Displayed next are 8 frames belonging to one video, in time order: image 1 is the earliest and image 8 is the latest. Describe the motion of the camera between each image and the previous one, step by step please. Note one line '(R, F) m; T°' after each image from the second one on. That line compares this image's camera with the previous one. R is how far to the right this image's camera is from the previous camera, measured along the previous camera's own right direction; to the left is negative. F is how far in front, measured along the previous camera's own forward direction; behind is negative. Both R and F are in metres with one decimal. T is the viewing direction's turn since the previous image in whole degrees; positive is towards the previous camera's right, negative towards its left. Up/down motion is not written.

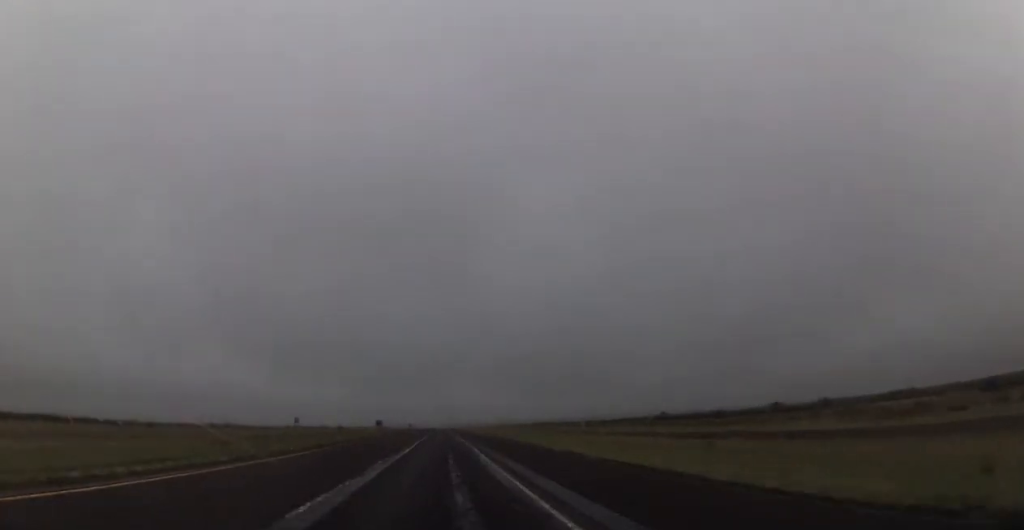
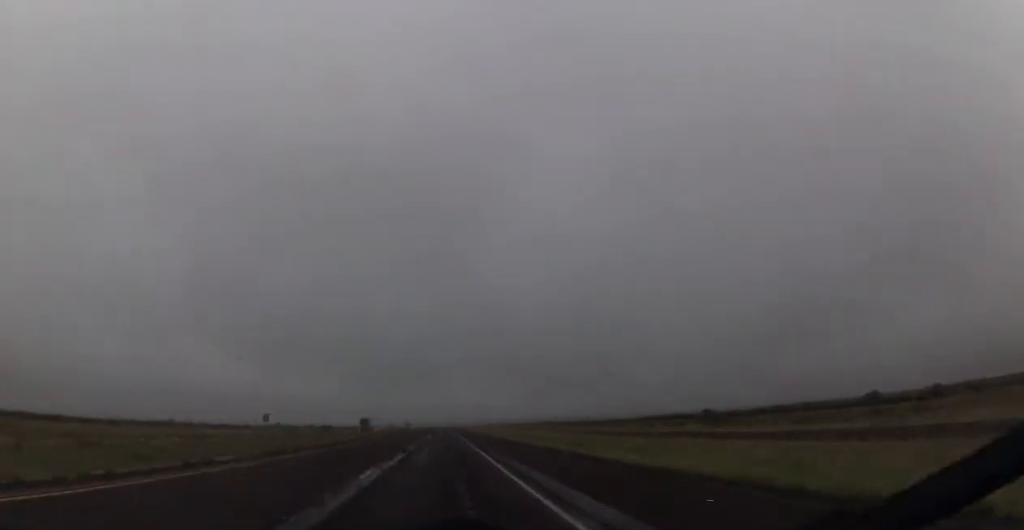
(0.0, +29.8) m; 0°
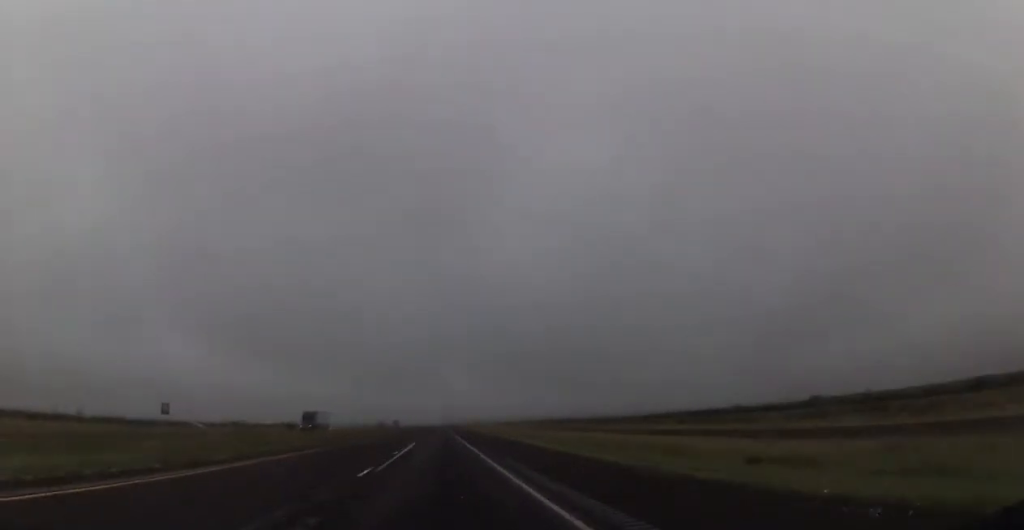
(0.0, +49.4) m; 0°
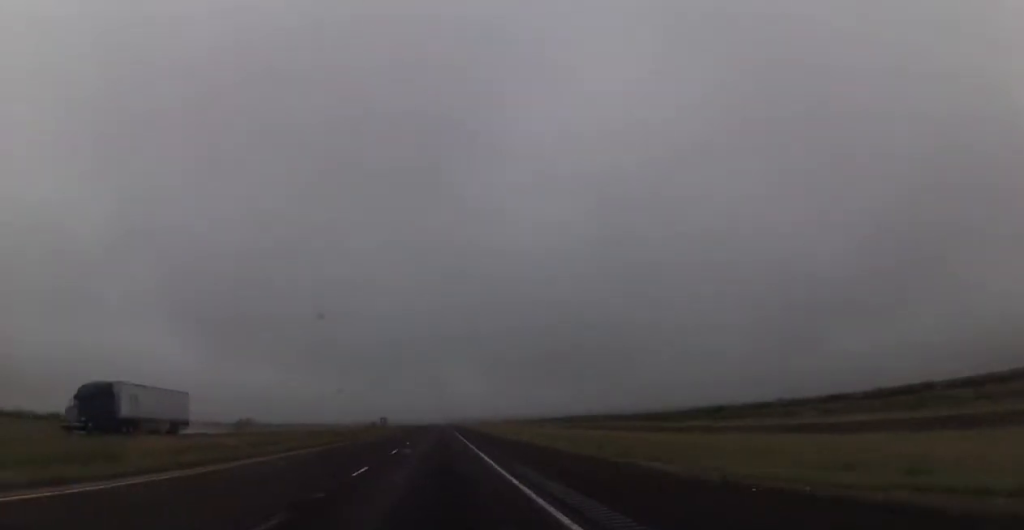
(0.0, +49.4) m; 0°
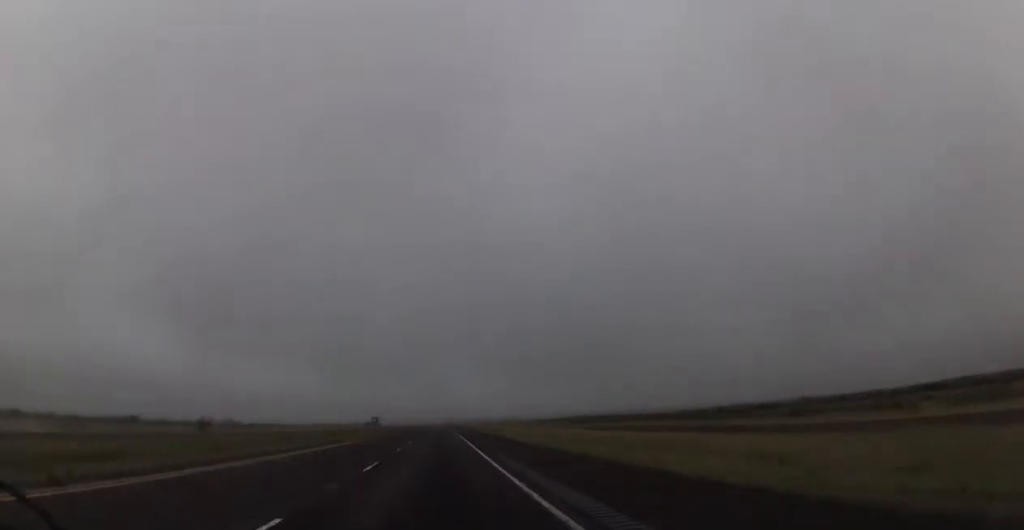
(+0.2, +23.0) m; 0°
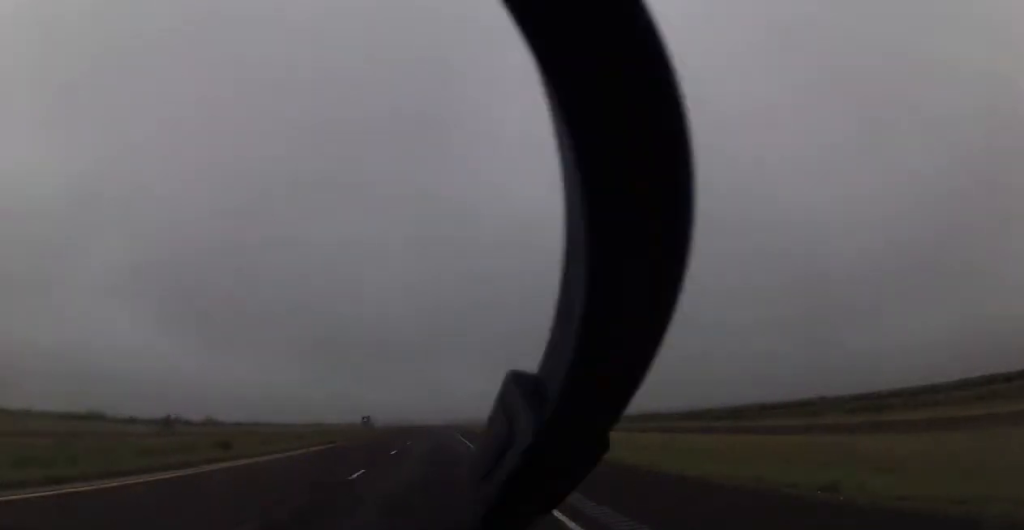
(-0.1, +14.9) m; 0°
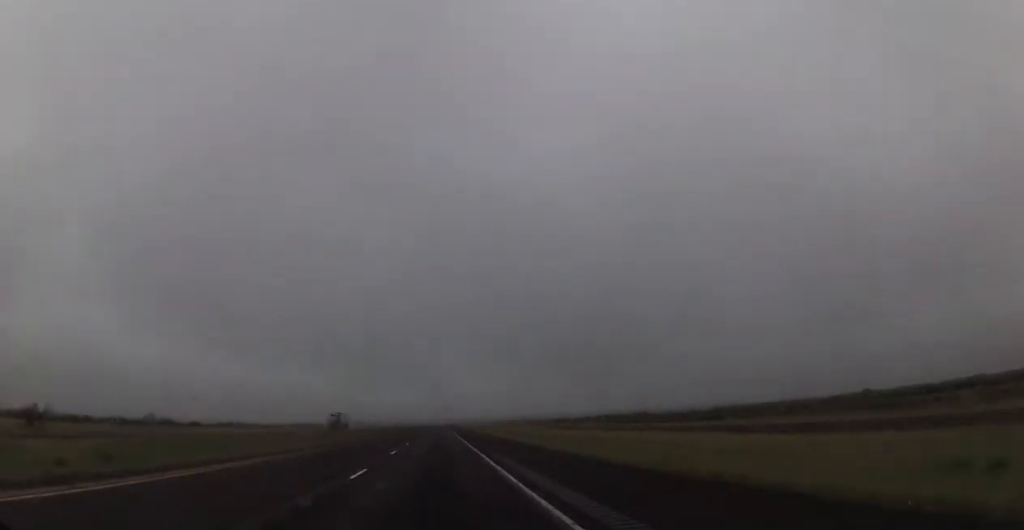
(-0.1, +36.8) m; 0°
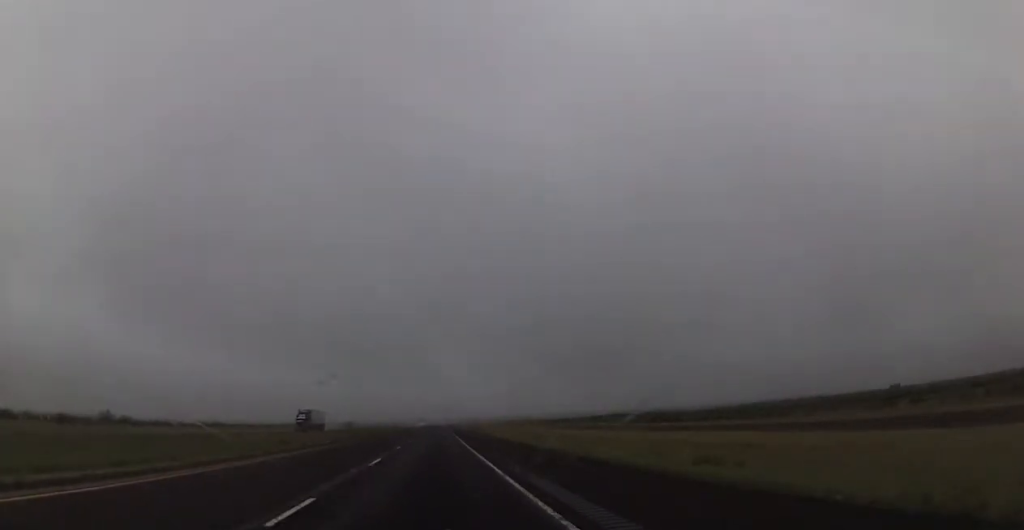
(+0.1, +19.6) m; 0°
